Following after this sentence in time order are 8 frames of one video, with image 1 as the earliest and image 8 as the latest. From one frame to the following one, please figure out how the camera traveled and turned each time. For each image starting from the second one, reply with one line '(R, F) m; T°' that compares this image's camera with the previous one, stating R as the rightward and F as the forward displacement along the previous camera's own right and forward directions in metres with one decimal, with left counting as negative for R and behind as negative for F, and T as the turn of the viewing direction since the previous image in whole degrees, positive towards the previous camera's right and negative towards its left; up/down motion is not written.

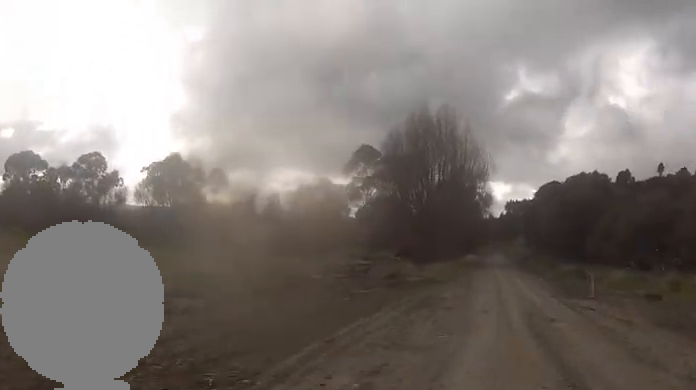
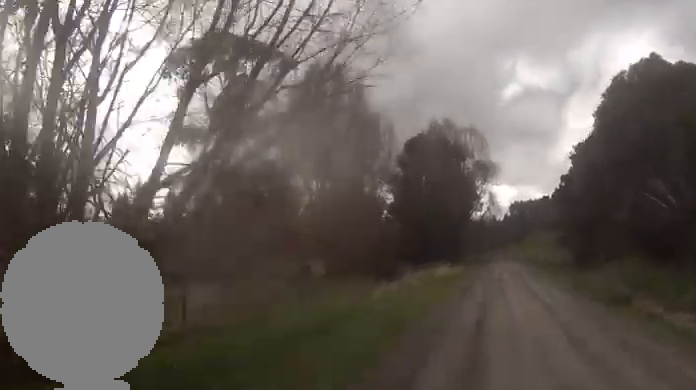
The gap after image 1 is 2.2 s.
(0.0, +51.0) m; 0°
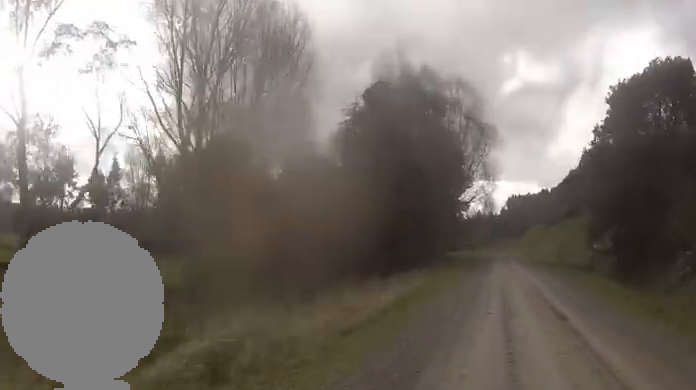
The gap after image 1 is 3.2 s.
(0.0, +23.3) m; 0°
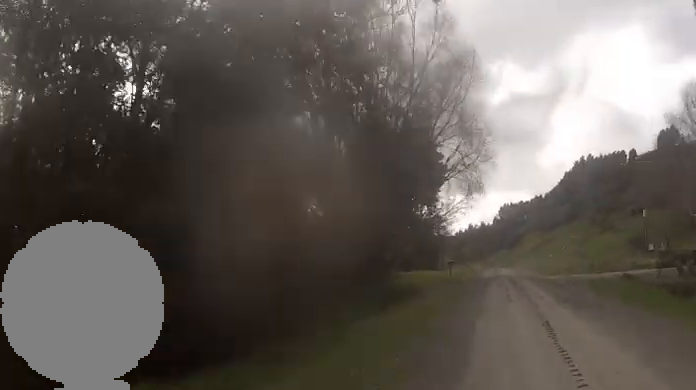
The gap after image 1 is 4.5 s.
(0.0, +29.6) m; 0°
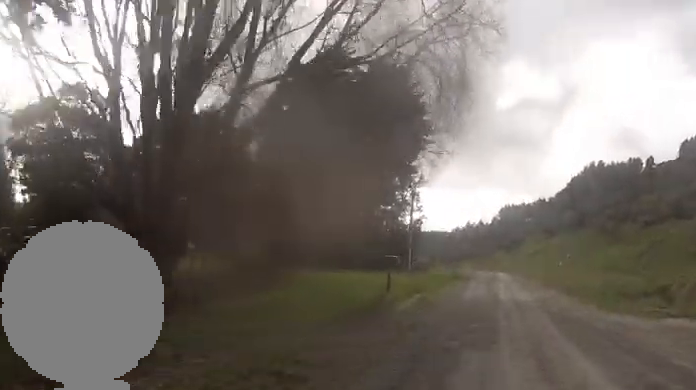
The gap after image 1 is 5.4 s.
(0.0, +22.1) m; 0°
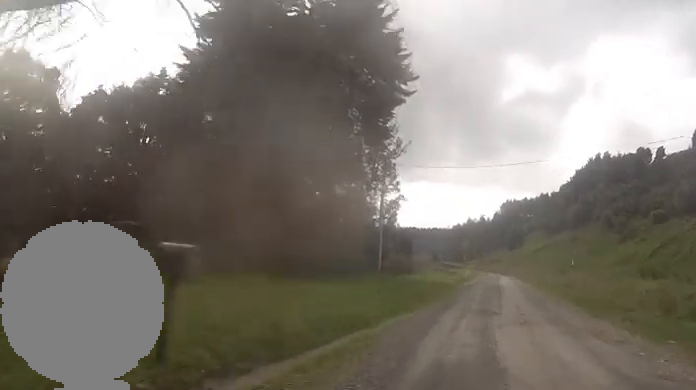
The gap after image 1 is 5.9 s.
(0.0, +12.7) m; 0°
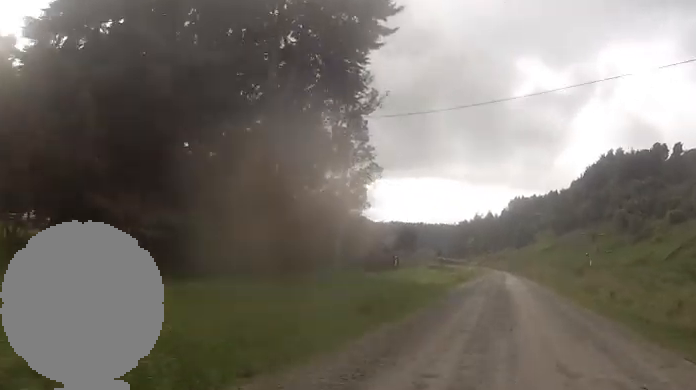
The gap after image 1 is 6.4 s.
(0.0, +10.3) m; 0°
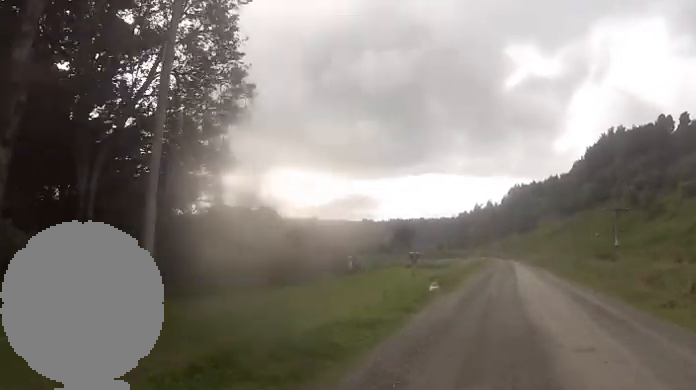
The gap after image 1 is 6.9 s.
(0.0, +13.5) m; -1°
